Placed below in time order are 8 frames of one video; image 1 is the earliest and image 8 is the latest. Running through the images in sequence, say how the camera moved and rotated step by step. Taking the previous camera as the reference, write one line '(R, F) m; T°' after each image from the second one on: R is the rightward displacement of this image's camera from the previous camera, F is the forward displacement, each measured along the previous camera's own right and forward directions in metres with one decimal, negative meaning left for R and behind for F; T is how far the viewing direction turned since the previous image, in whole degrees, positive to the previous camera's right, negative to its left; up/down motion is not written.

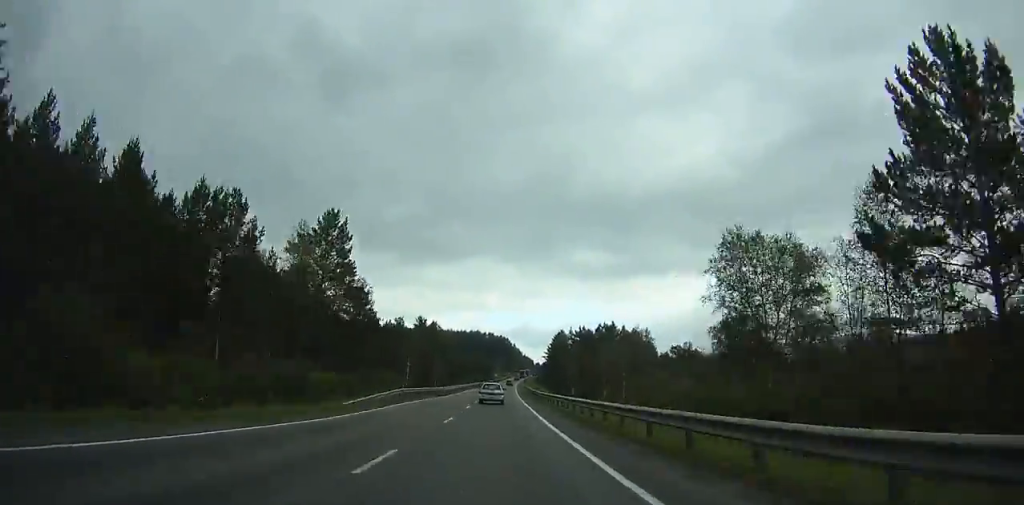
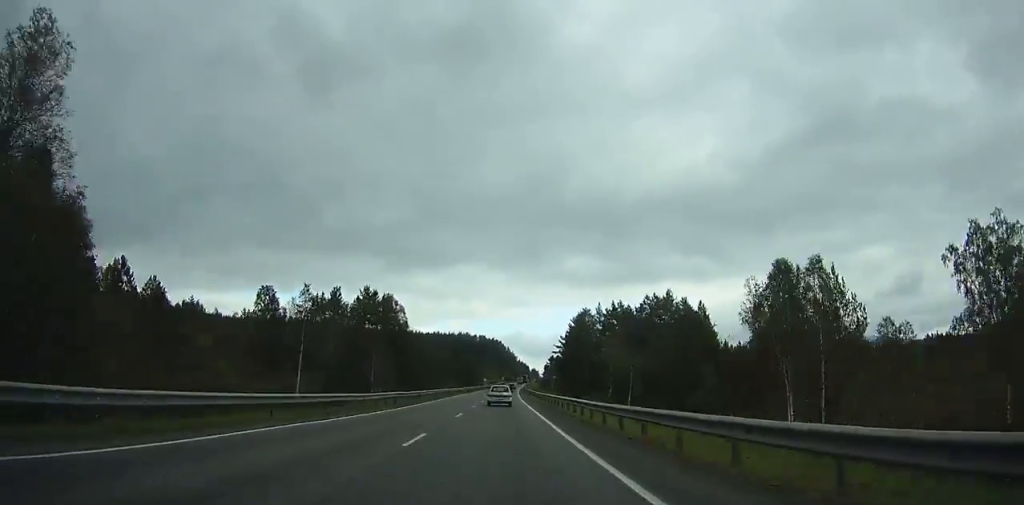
(+0.7, +67.7) m; +3°
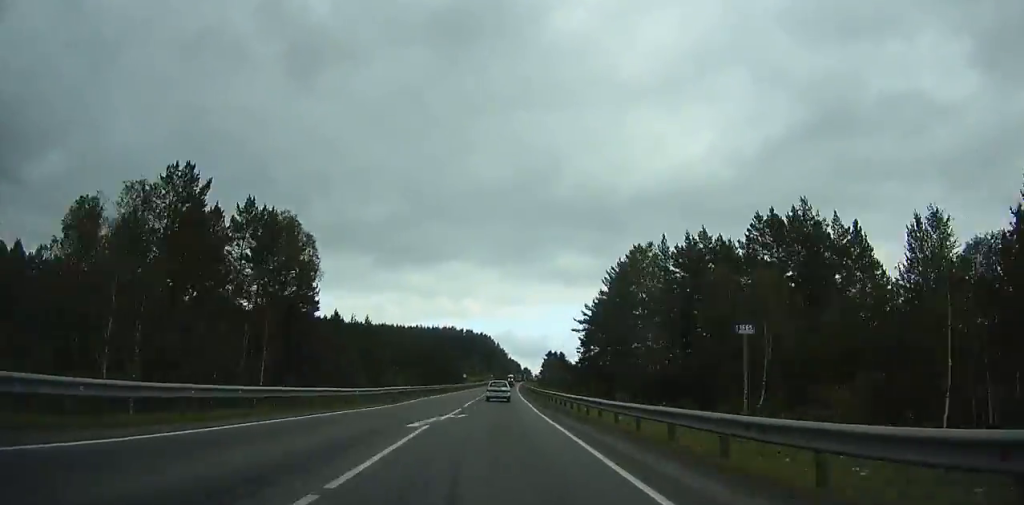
(+1.4, +55.9) m; +3°
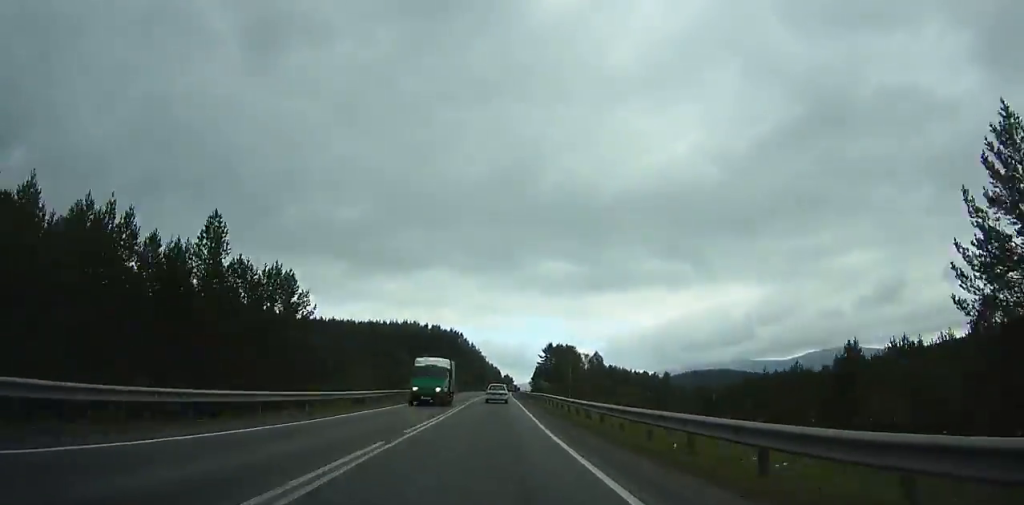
(-6.1, +112.3) m; -5°
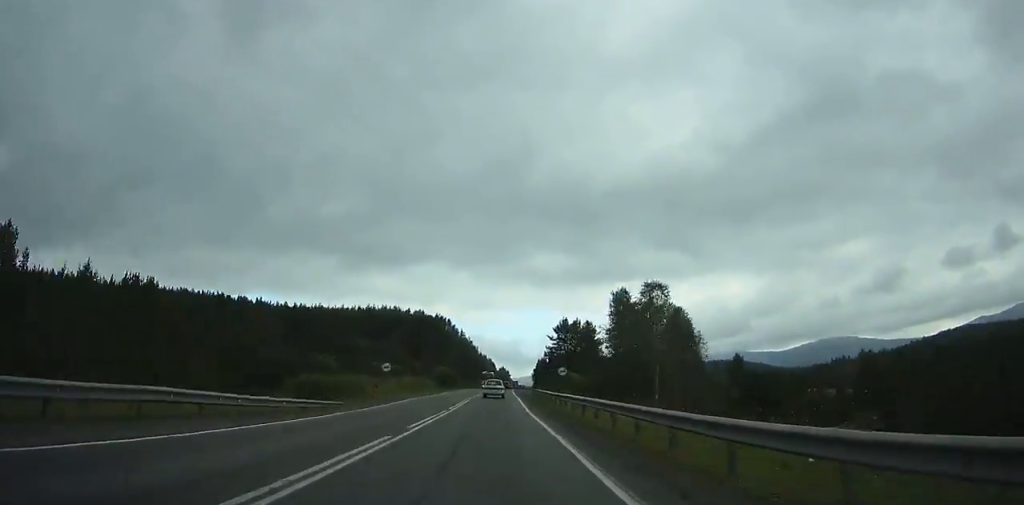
(+4.2, +58.7) m; +5°
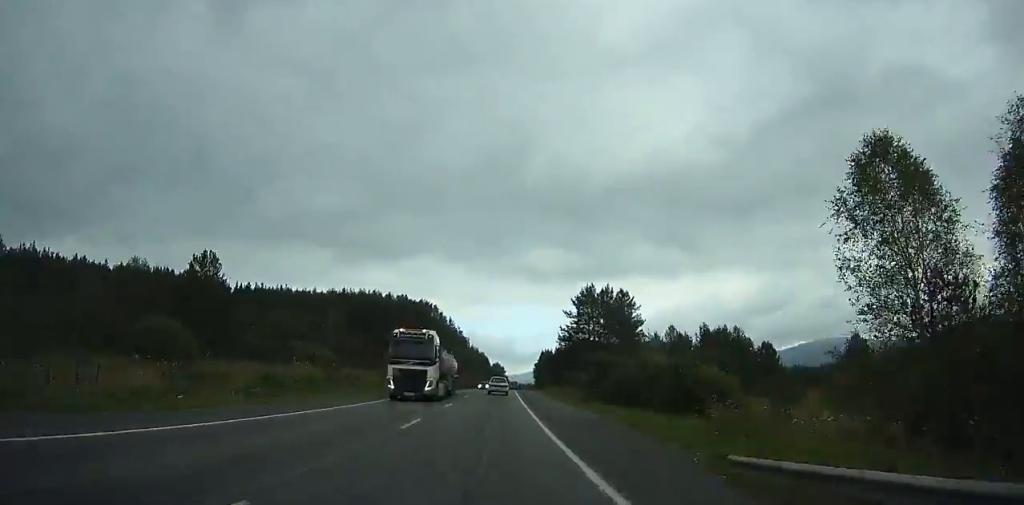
(+1.1, +47.1) m; +1°
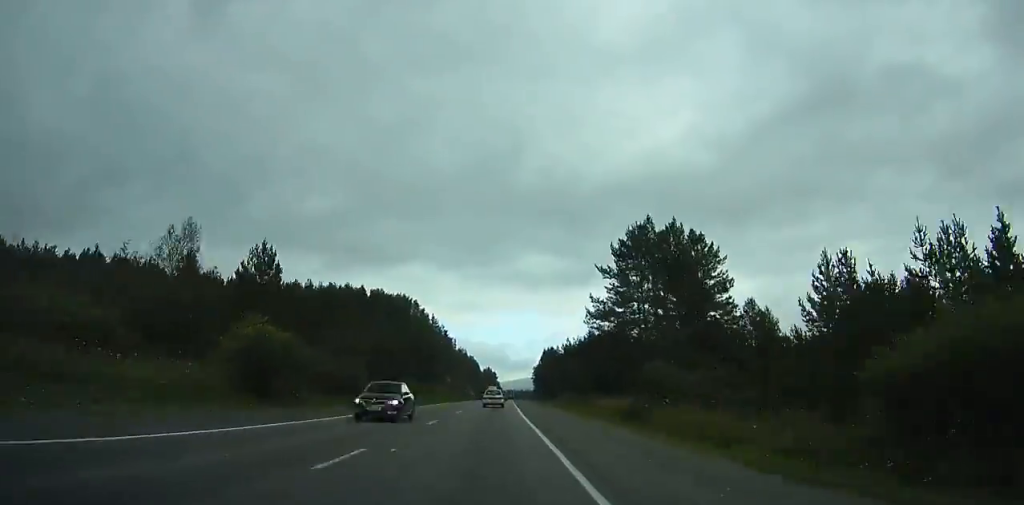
(+0.3, +42.2) m; 0°
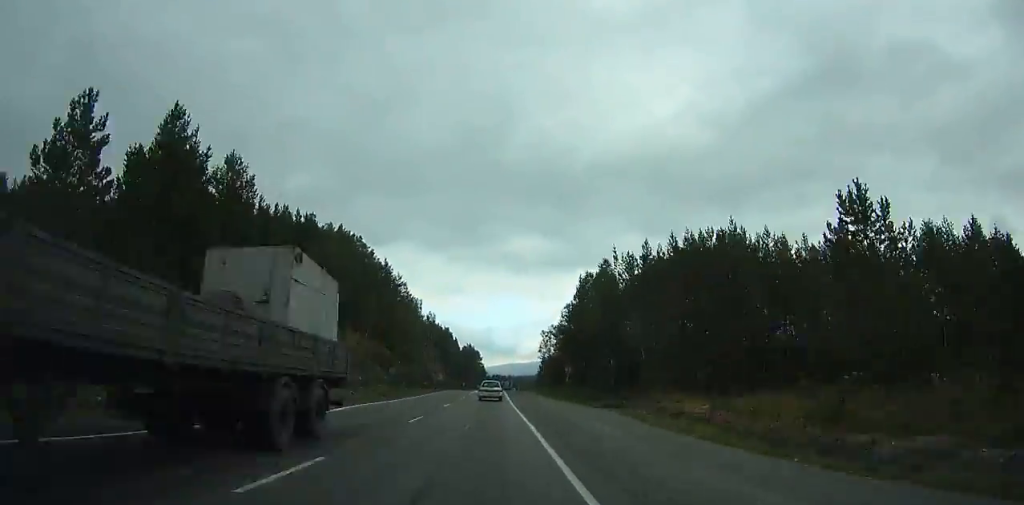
(+0.2, +84.1) m; 0°
